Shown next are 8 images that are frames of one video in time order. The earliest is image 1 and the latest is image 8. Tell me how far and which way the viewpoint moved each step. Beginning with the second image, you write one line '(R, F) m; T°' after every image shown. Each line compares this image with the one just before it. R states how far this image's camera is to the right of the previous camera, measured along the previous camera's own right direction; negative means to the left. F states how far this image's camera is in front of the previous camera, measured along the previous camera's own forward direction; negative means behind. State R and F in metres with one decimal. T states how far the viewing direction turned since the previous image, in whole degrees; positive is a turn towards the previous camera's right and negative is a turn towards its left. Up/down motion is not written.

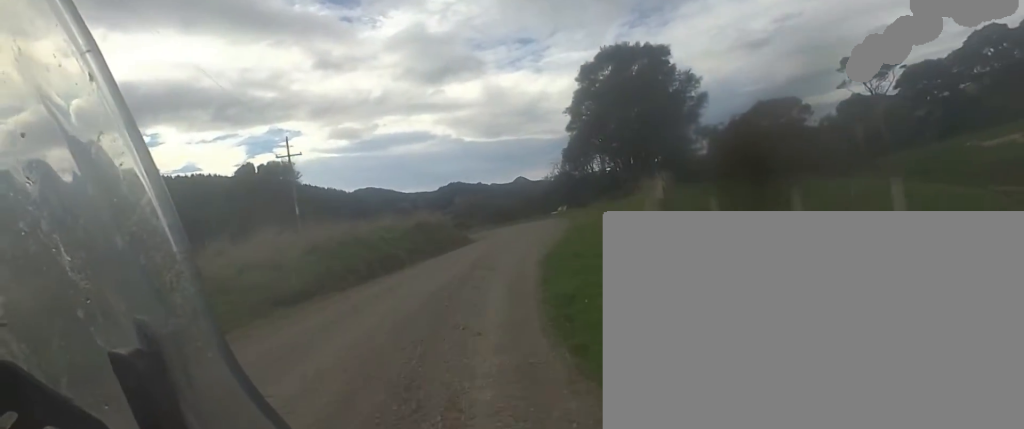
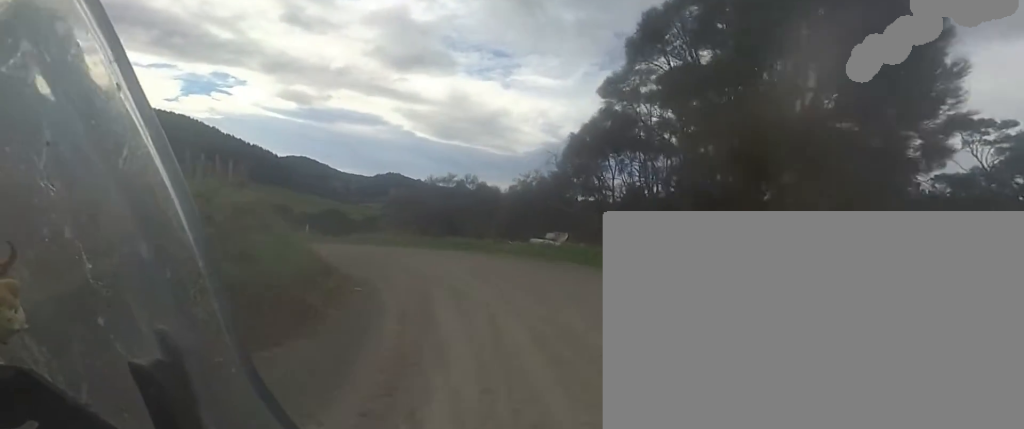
(-2.1, +23.4) m; -13°
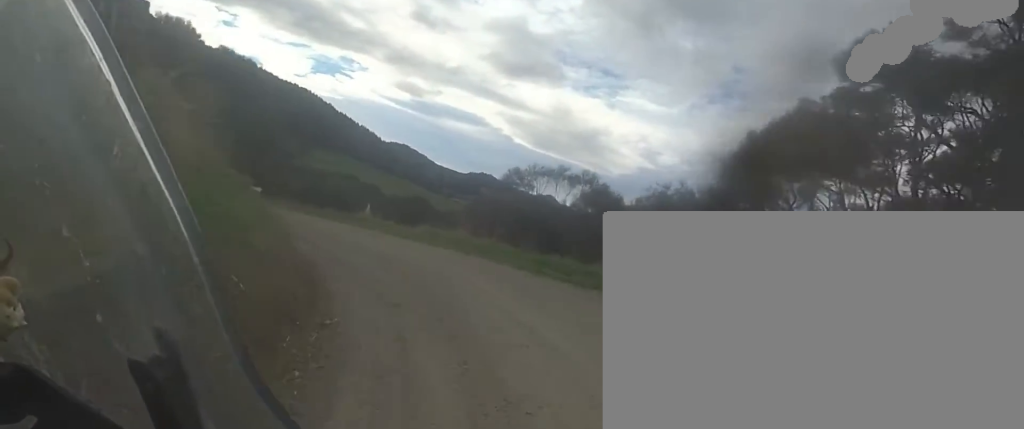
(+0.7, +8.4) m; -6°
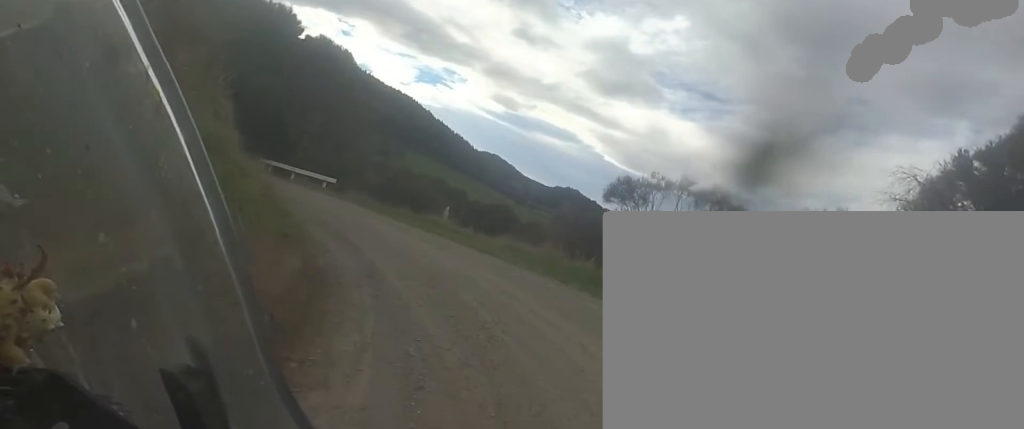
(-0.5, +4.0) m; -10°
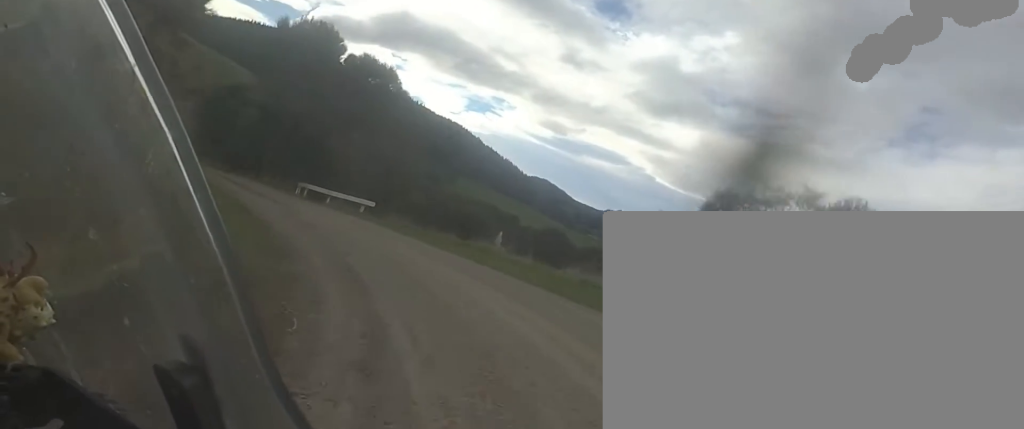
(-0.2, +3.8) m; -11°
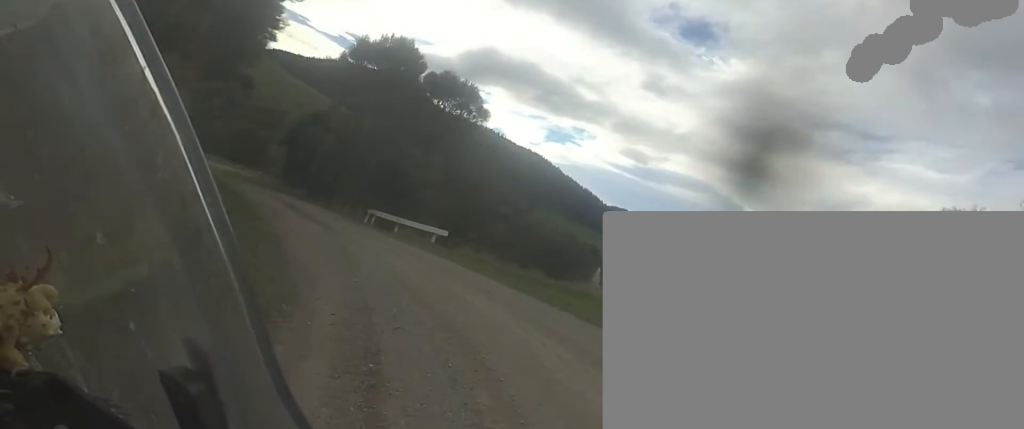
(-0.5, +4.0) m; -9°
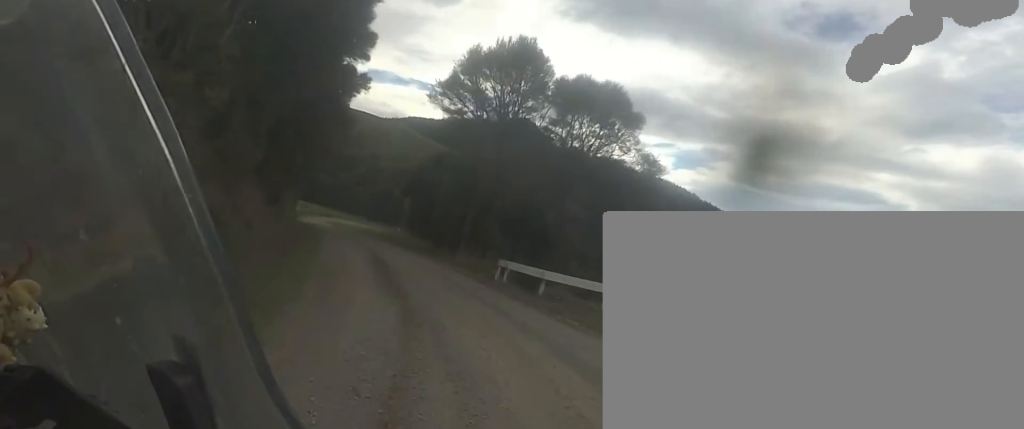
(-1.5, +8.5) m; -12°
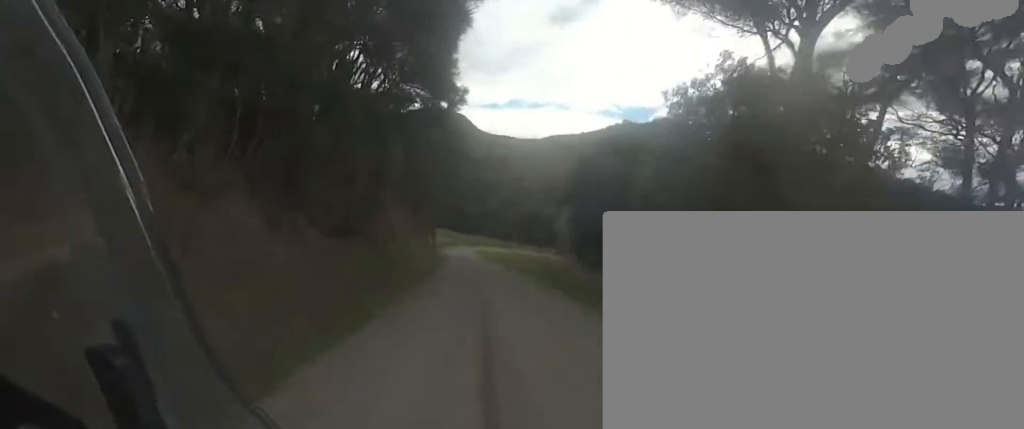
(-2.8, +16.3) m; -13°
